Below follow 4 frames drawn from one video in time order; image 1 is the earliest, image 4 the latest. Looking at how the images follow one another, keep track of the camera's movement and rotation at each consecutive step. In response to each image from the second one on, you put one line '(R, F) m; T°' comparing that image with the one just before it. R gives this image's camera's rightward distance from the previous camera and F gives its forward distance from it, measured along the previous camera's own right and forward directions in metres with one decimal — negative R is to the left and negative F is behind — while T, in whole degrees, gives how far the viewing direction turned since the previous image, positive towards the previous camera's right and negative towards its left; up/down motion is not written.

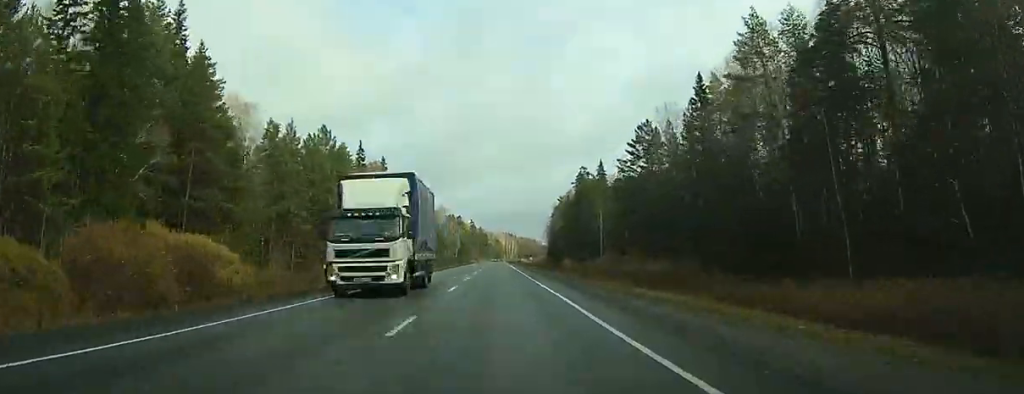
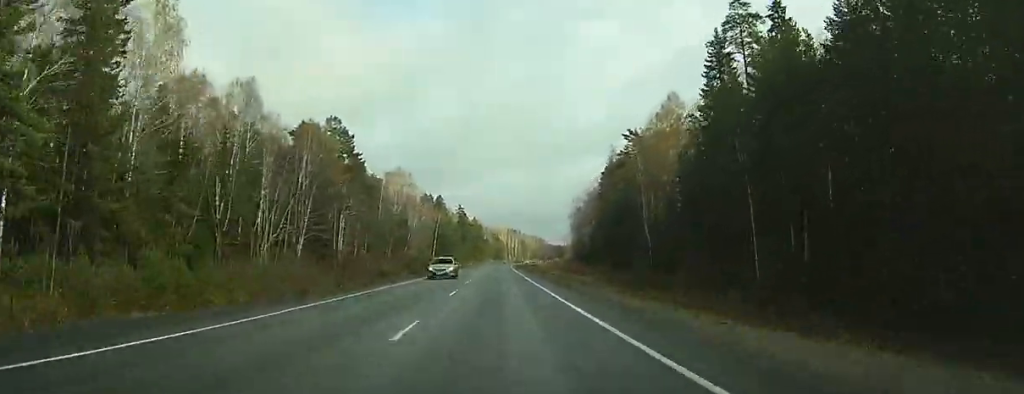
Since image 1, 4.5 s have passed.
(-2.7, +119.1) m; -1°
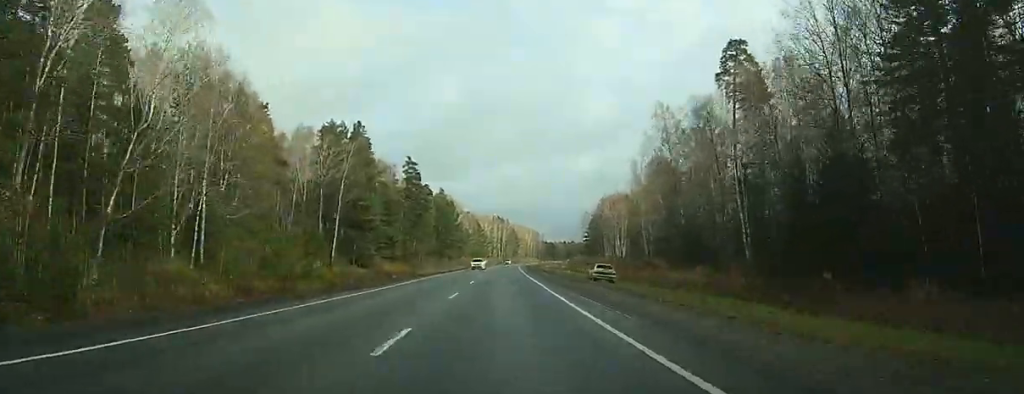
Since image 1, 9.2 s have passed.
(+1.6, +118.4) m; 0°
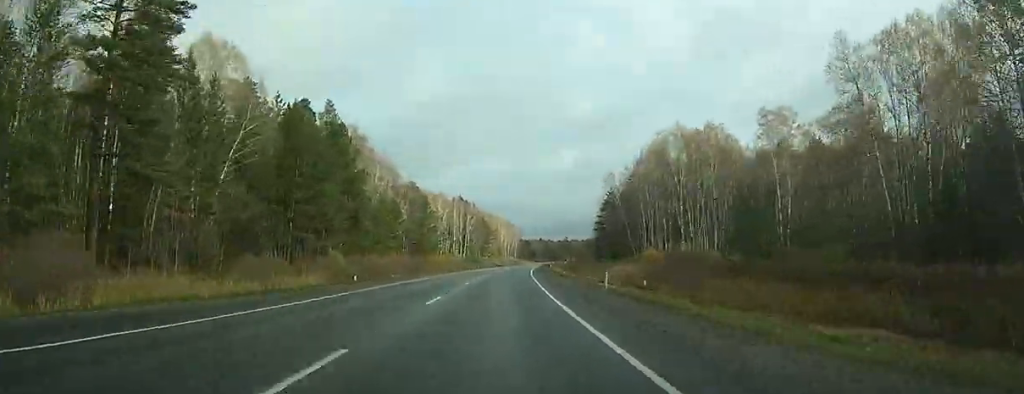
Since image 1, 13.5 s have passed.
(-8.1, +91.2) m; +4°
